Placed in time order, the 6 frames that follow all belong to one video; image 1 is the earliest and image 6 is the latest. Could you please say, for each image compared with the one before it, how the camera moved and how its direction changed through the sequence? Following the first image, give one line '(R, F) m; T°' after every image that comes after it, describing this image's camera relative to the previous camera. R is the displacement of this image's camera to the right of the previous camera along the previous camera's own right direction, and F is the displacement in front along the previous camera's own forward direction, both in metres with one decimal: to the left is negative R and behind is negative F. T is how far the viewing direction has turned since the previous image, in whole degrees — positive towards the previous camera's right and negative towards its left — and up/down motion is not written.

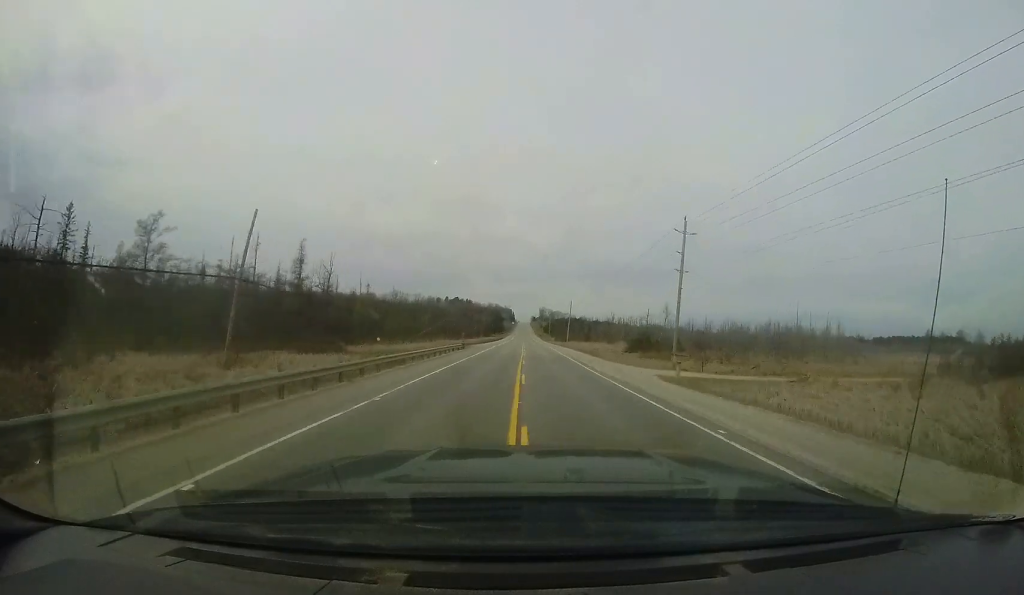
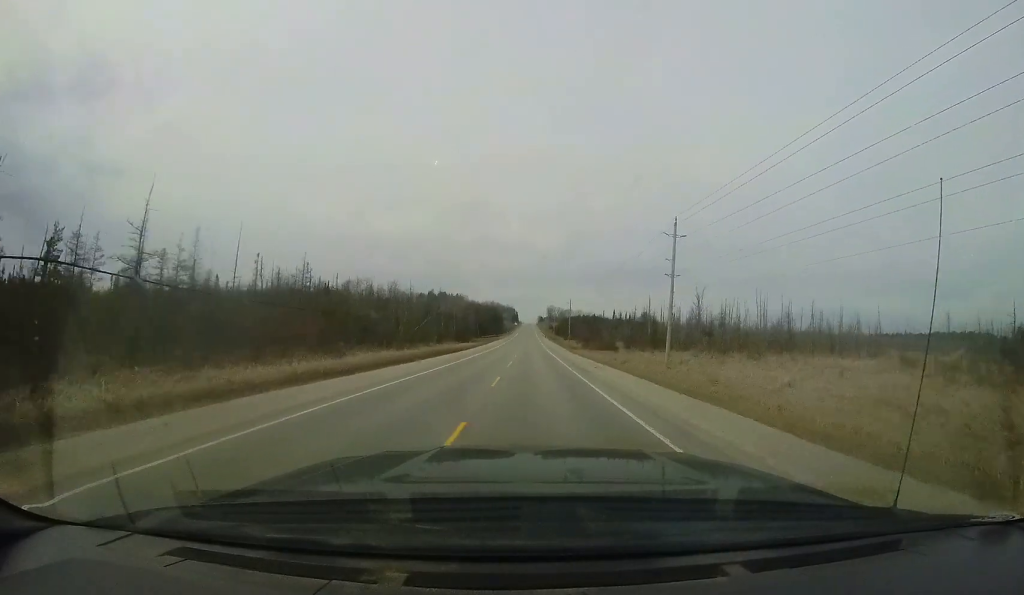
(+0.4, +77.9) m; -1°
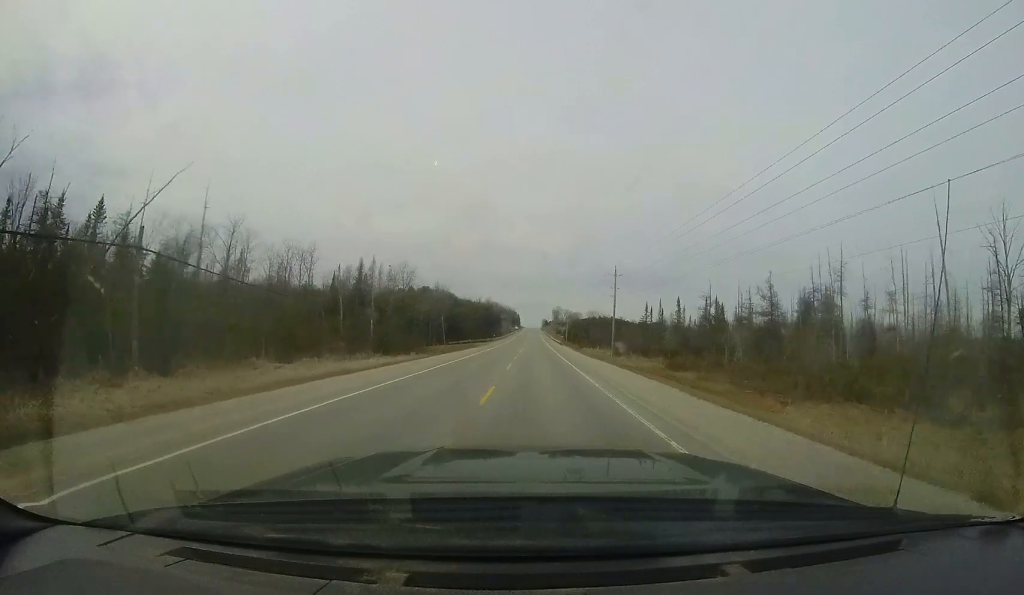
(-0.6, +57.2) m; 0°
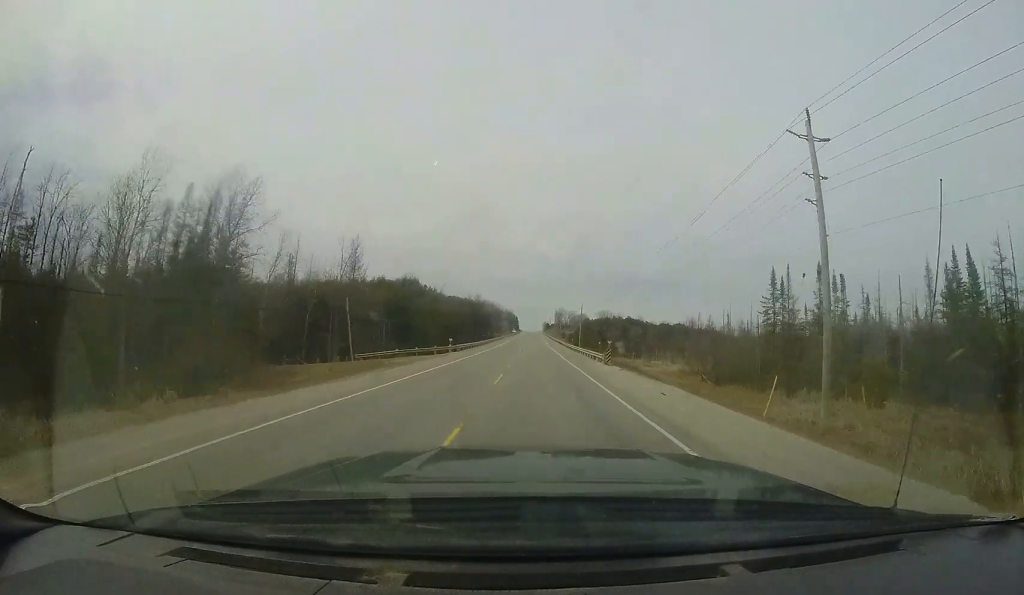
(+0.4, +41.5) m; 0°
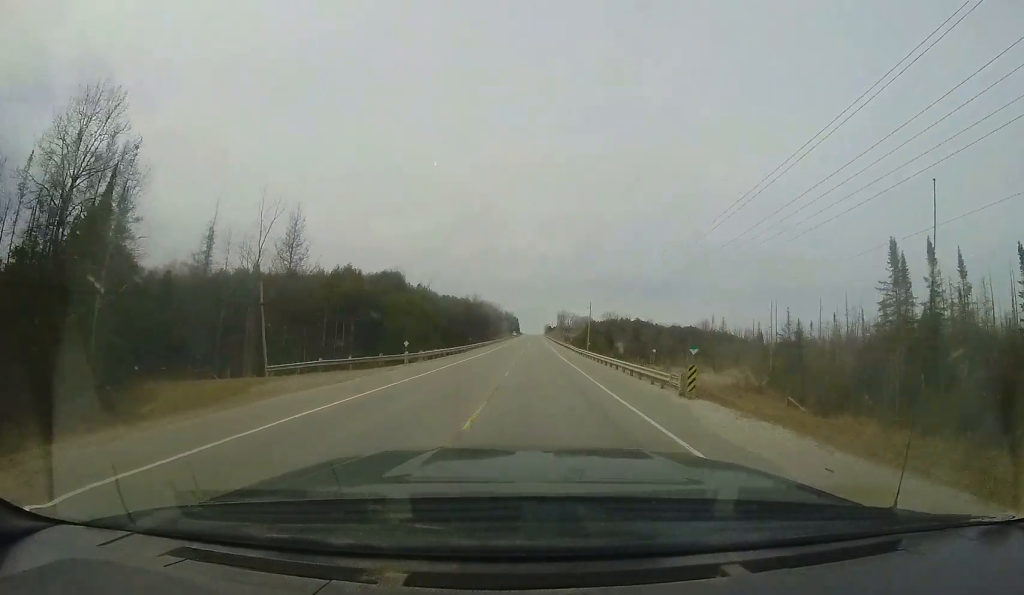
(+0.1, +13.6) m; -1°
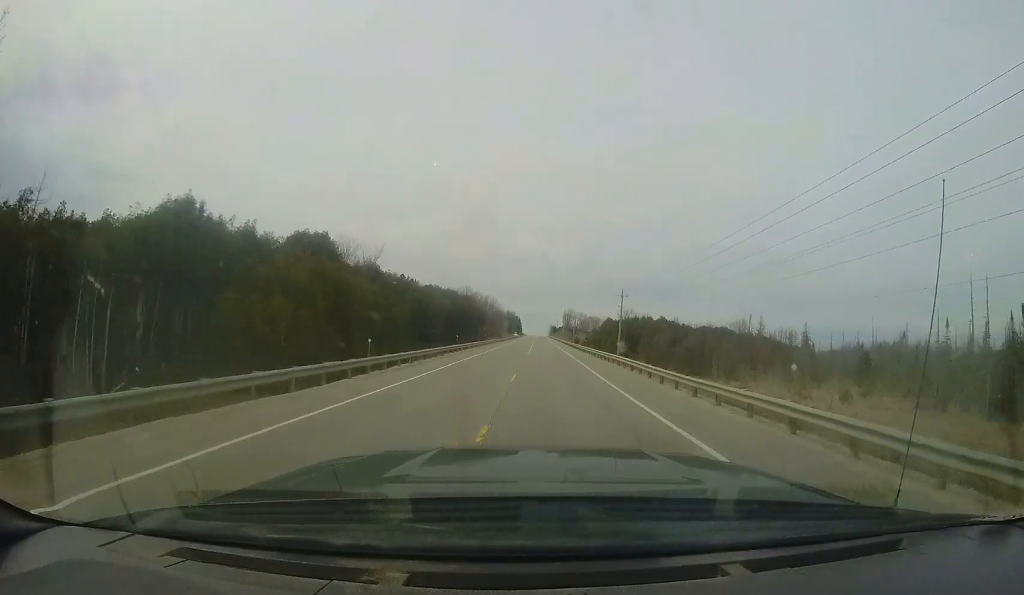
(-0.5, +30.1) m; 0°
